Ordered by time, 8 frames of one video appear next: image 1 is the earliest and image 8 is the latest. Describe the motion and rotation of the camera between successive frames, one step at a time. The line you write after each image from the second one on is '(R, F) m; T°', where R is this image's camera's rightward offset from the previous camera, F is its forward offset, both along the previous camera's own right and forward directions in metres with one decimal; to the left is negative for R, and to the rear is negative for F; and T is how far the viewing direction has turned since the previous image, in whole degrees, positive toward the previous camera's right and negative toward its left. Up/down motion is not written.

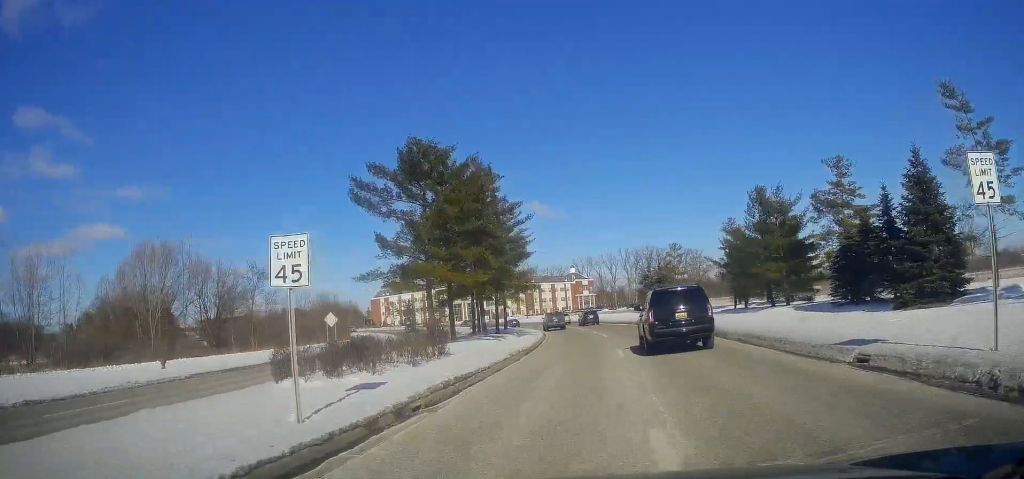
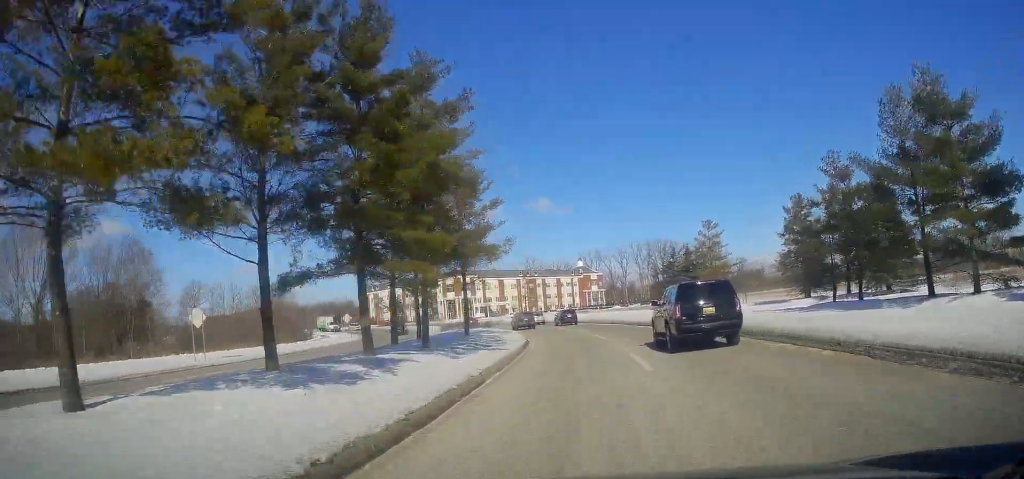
(+0.6, +20.2) m; +1°
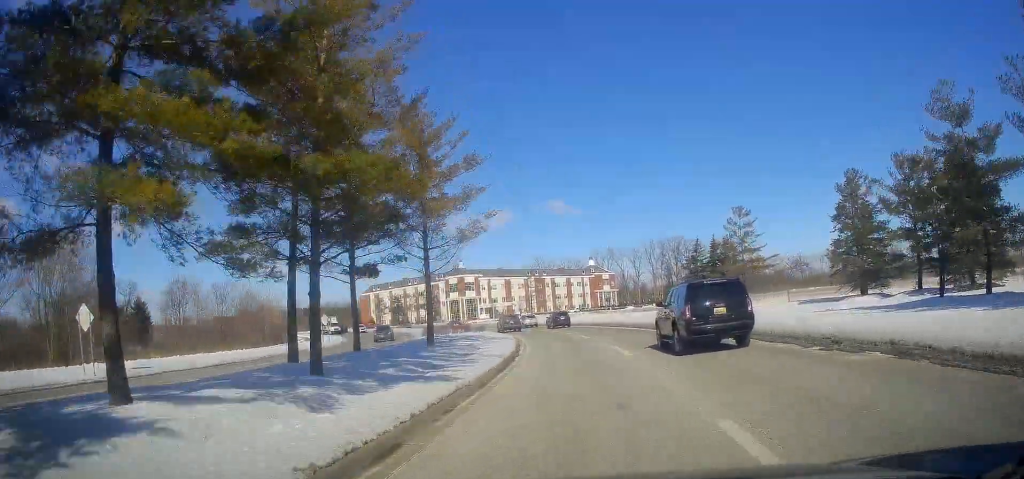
(+0.1, +10.0) m; -1°
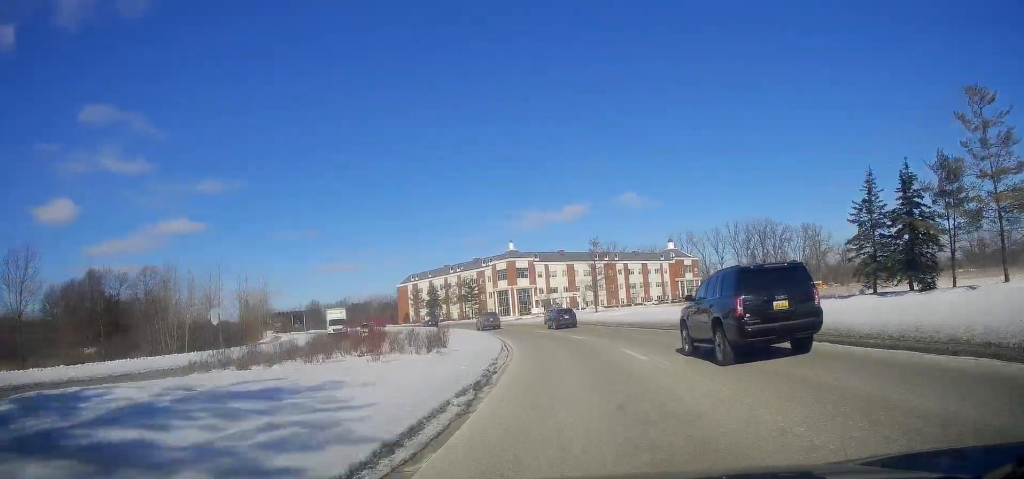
(-1.9, +32.9) m; -6°
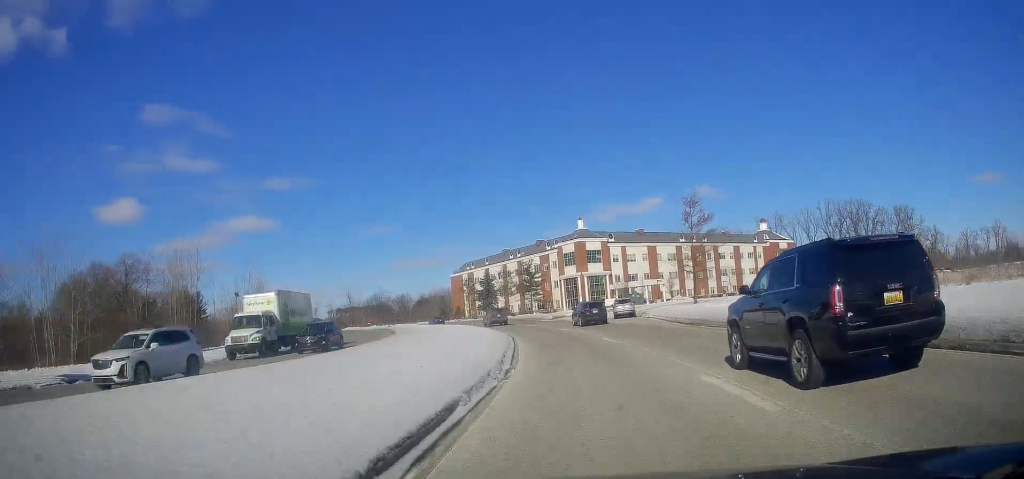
(-0.6, +23.8) m; -5°
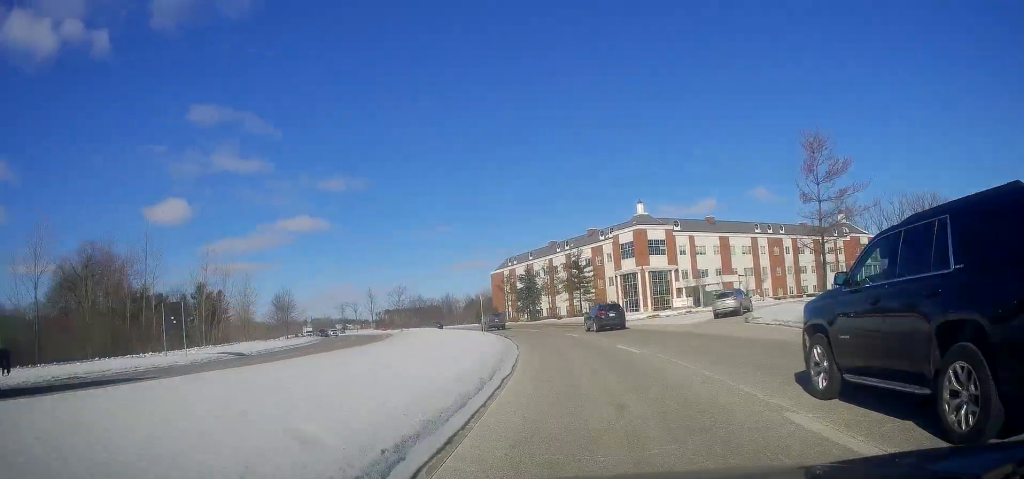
(-1.2, +19.2) m; -7°
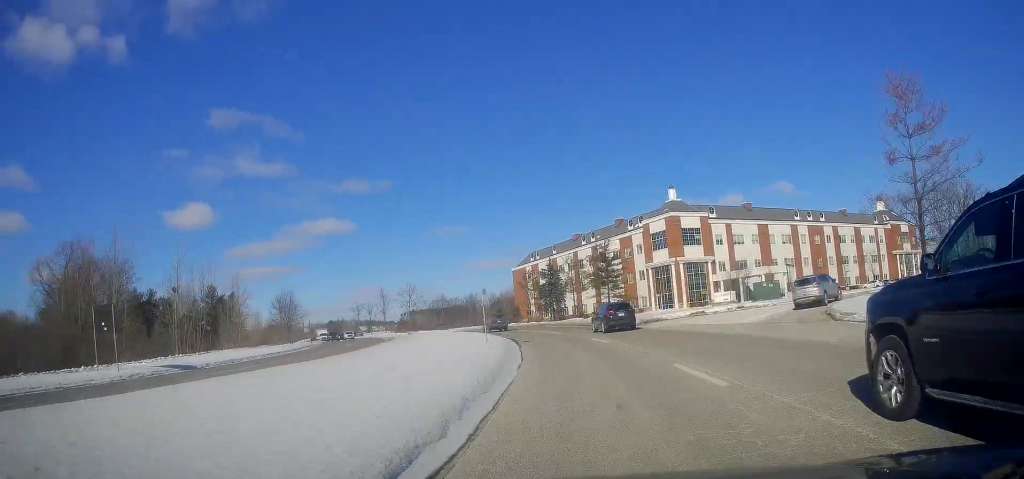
(0.0, +8.3) m; -3°
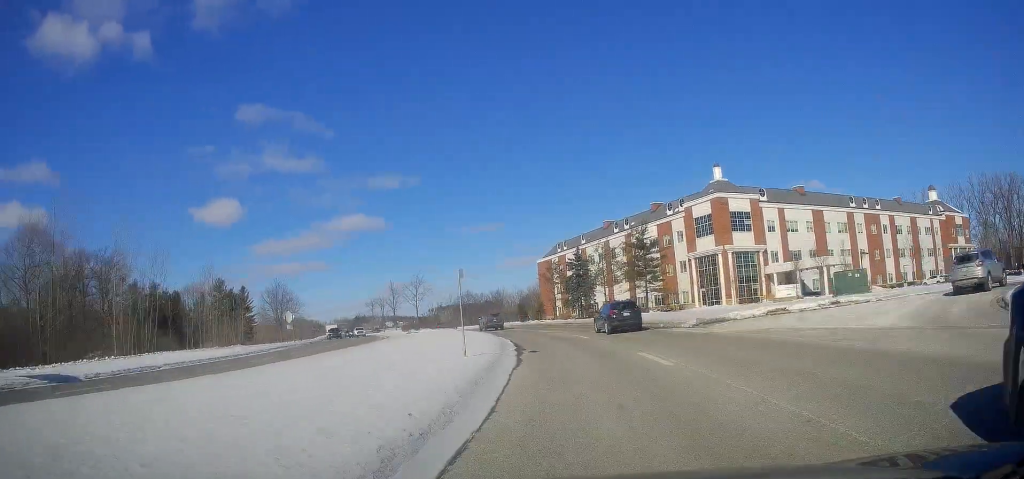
(-0.8, +11.3) m; -3°
